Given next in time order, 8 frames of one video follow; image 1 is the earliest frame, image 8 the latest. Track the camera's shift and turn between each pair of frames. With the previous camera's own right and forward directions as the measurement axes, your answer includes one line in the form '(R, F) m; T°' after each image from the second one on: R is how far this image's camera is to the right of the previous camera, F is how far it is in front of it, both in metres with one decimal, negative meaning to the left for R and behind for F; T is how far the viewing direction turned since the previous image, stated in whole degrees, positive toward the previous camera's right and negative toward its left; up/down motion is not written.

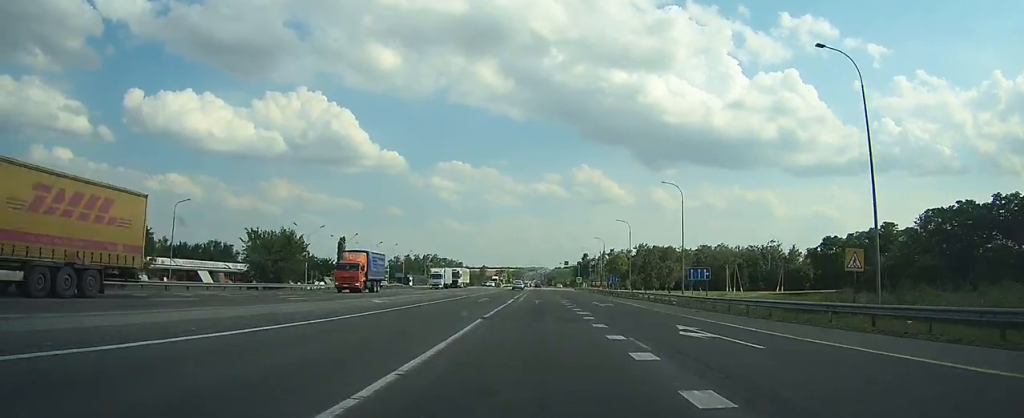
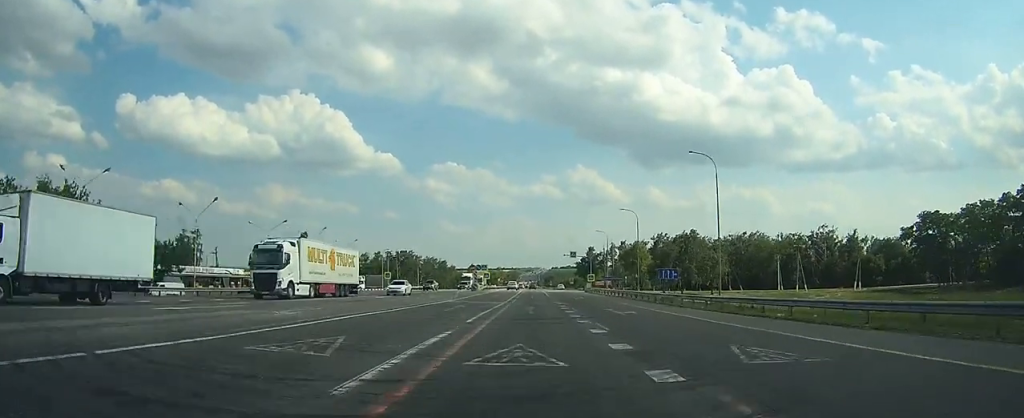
(+0.3, +42.9) m; 0°
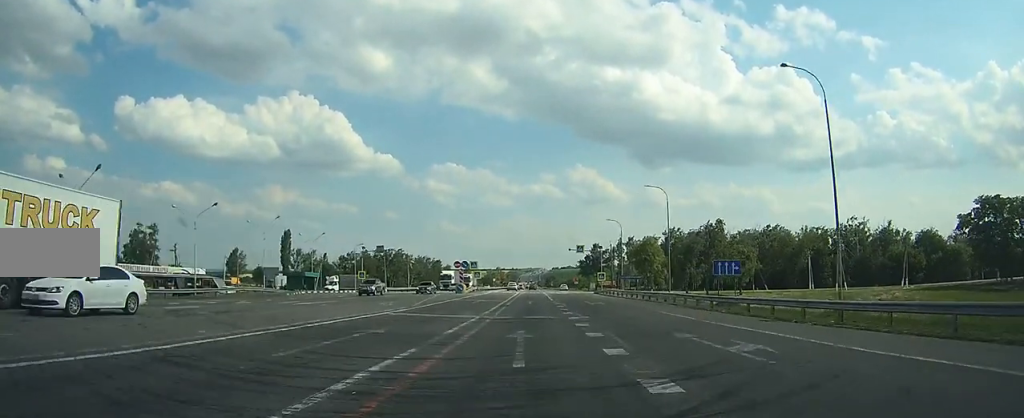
(-0.1, +17.1) m; 0°
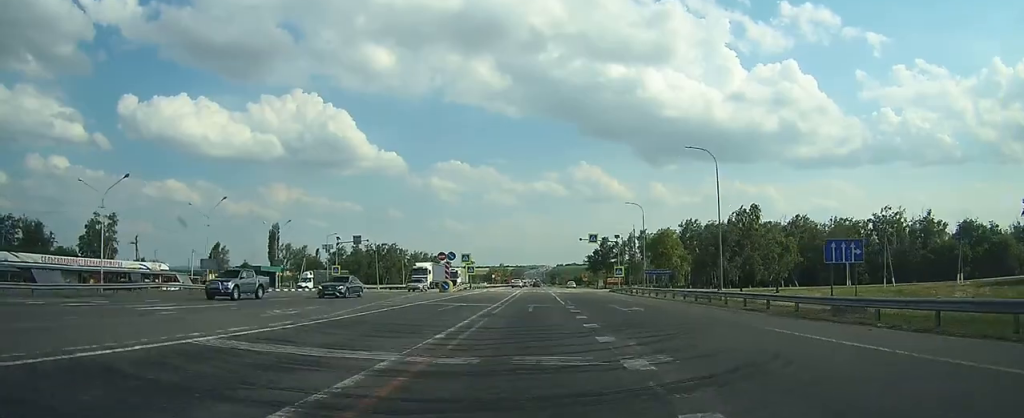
(0.0, +14.6) m; 0°
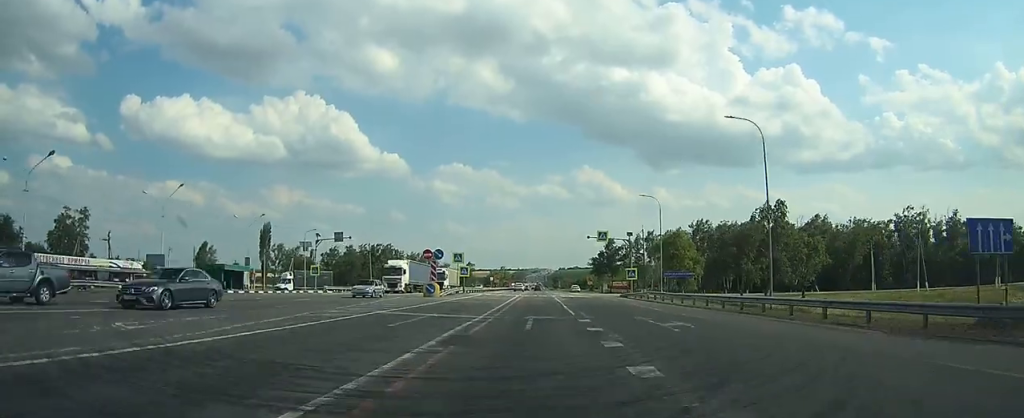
(0.0, +8.5) m; 0°
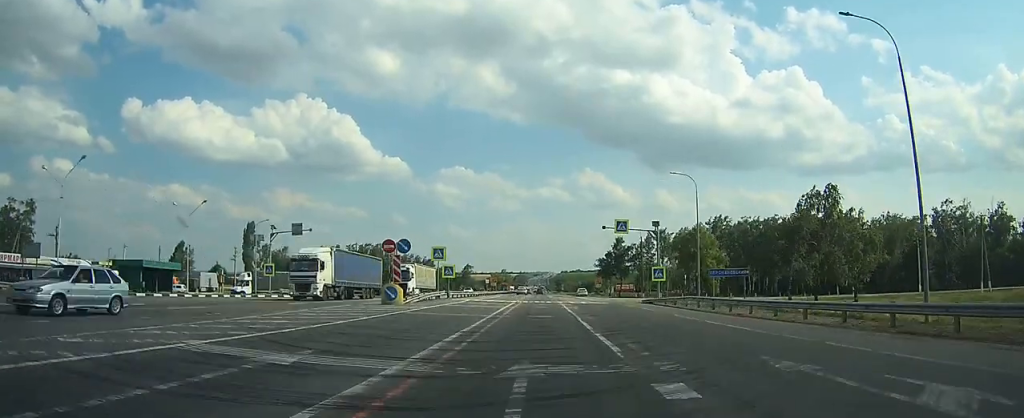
(0.0, +13.4) m; 0°
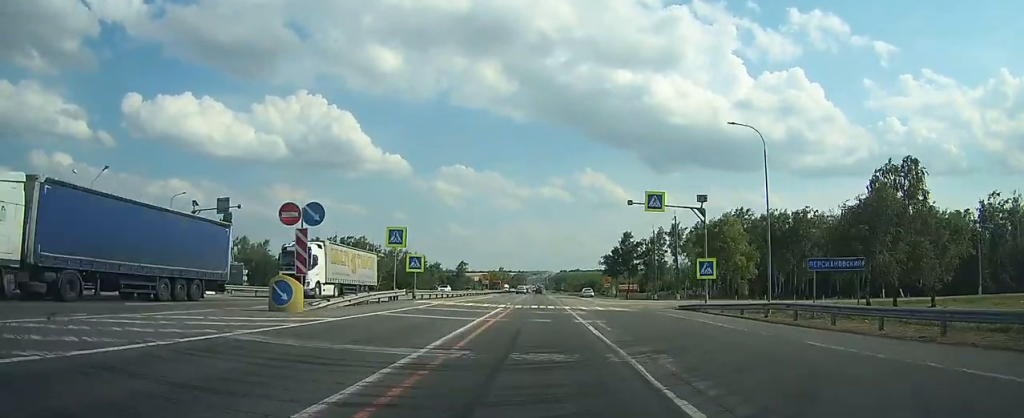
(0.0, +14.6) m; 0°
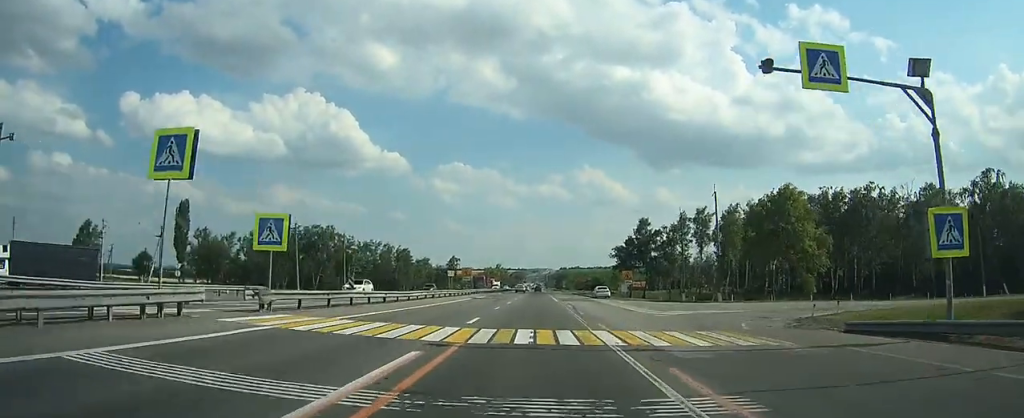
(0.0, +22.6) m; 0°
